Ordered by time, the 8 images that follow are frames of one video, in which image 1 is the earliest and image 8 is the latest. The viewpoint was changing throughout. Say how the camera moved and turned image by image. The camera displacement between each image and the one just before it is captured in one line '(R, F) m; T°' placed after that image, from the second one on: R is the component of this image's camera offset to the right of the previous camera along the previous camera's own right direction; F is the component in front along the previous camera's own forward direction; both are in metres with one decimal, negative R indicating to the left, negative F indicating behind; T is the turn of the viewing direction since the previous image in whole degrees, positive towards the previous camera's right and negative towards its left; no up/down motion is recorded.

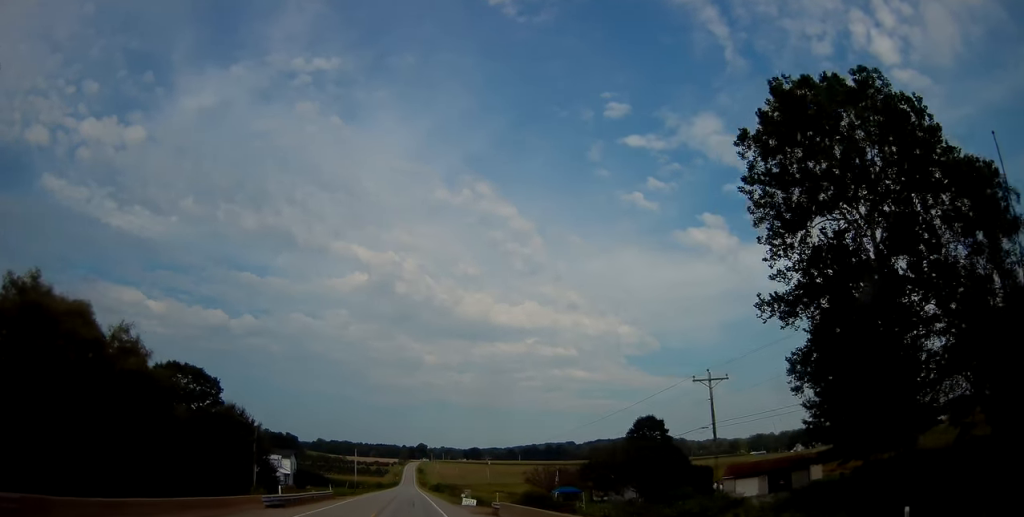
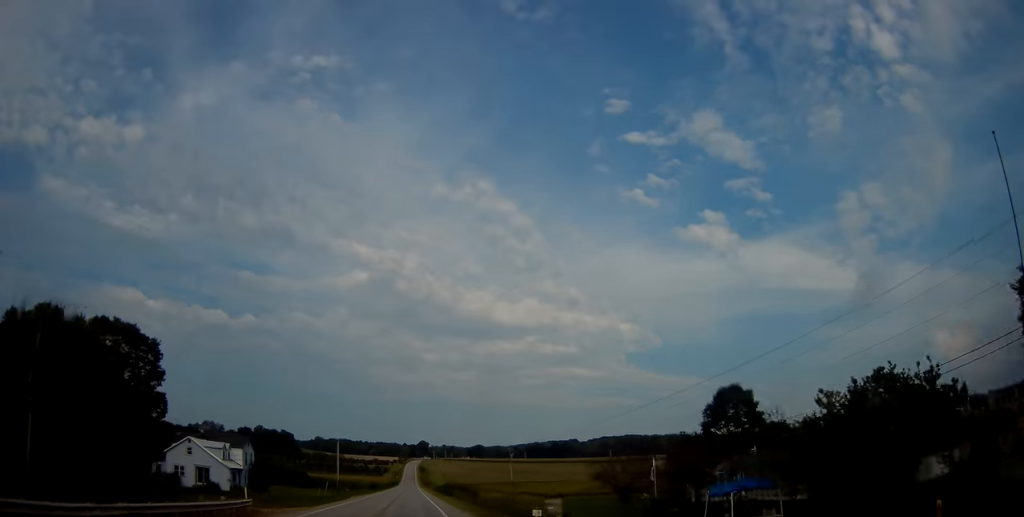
(+0.3, +28.1) m; 0°
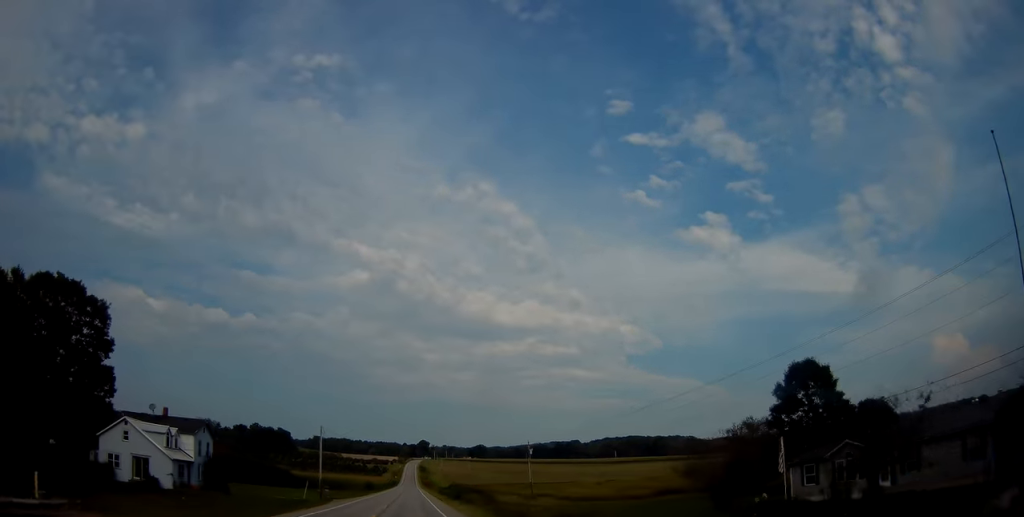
(+0.1, +16.1) m; 0°
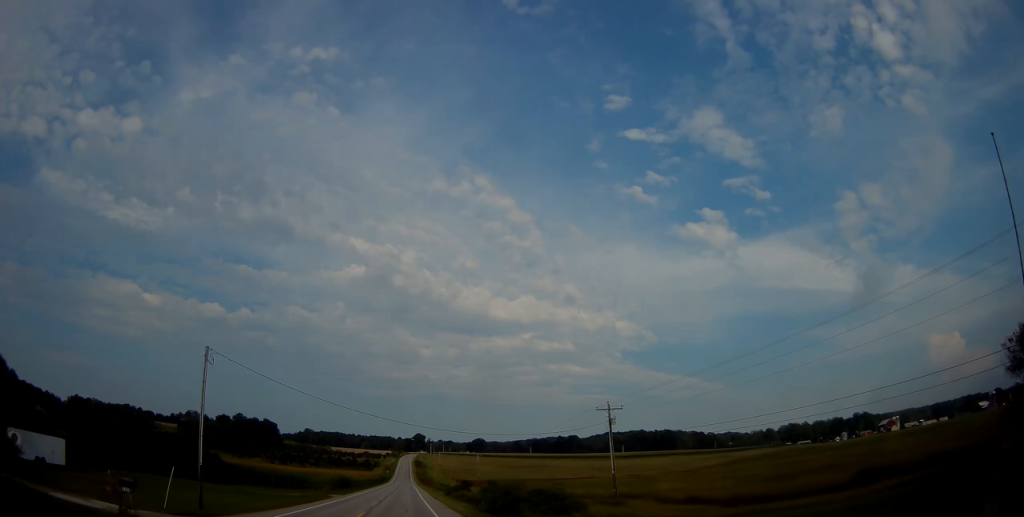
(-0.5, +38.1) m; 0°
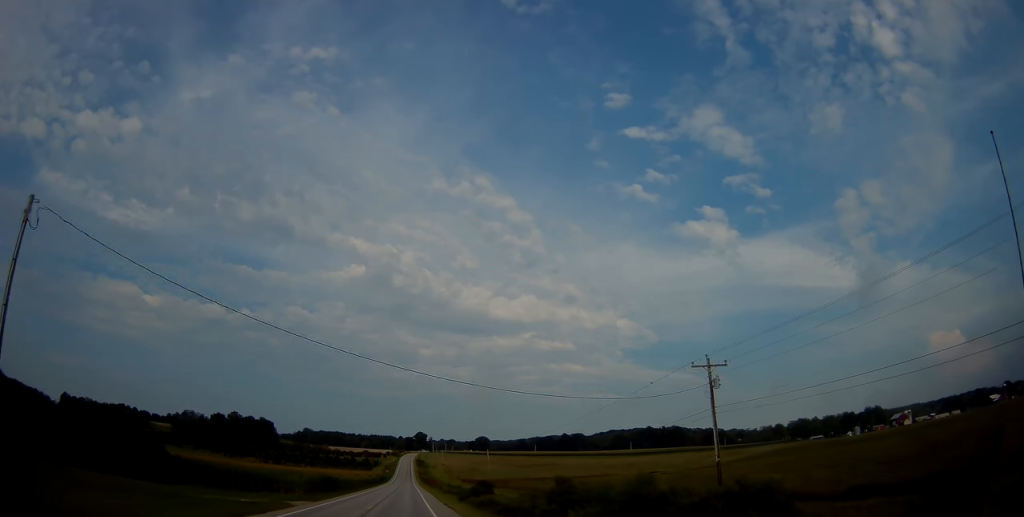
(+0.2, +17.7) m; 0°
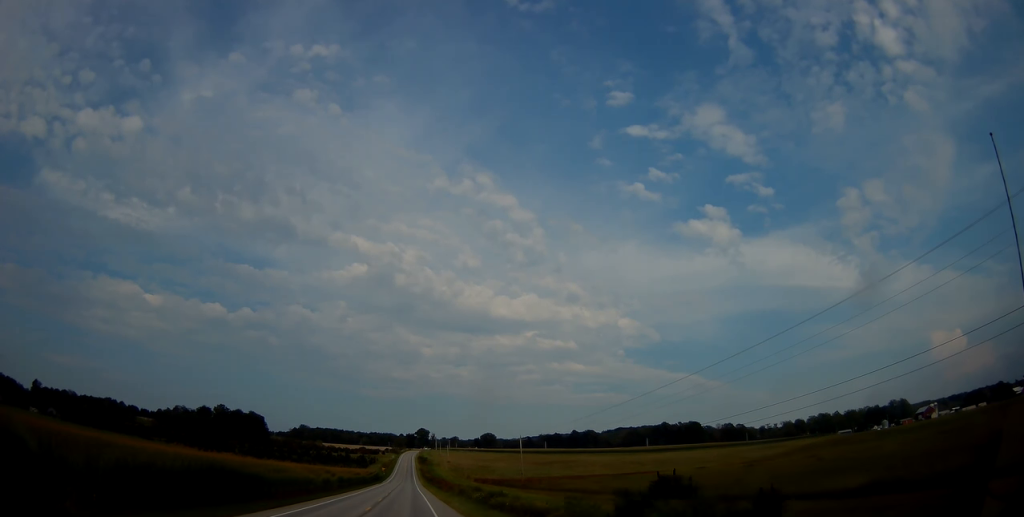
(-0.2, +38.8) m; -1°
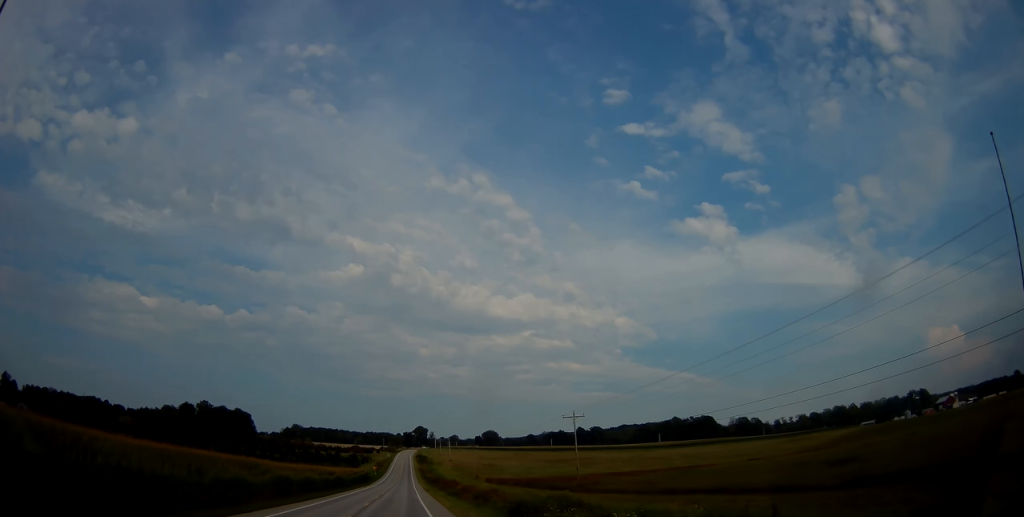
(0.0, +33.5) m; 0°
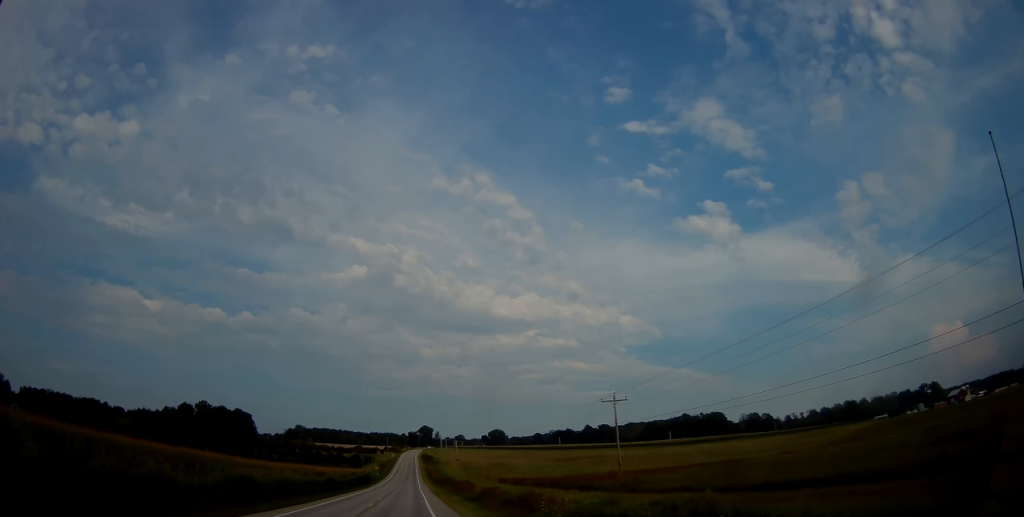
(0.0, +11.5) m; 0°
